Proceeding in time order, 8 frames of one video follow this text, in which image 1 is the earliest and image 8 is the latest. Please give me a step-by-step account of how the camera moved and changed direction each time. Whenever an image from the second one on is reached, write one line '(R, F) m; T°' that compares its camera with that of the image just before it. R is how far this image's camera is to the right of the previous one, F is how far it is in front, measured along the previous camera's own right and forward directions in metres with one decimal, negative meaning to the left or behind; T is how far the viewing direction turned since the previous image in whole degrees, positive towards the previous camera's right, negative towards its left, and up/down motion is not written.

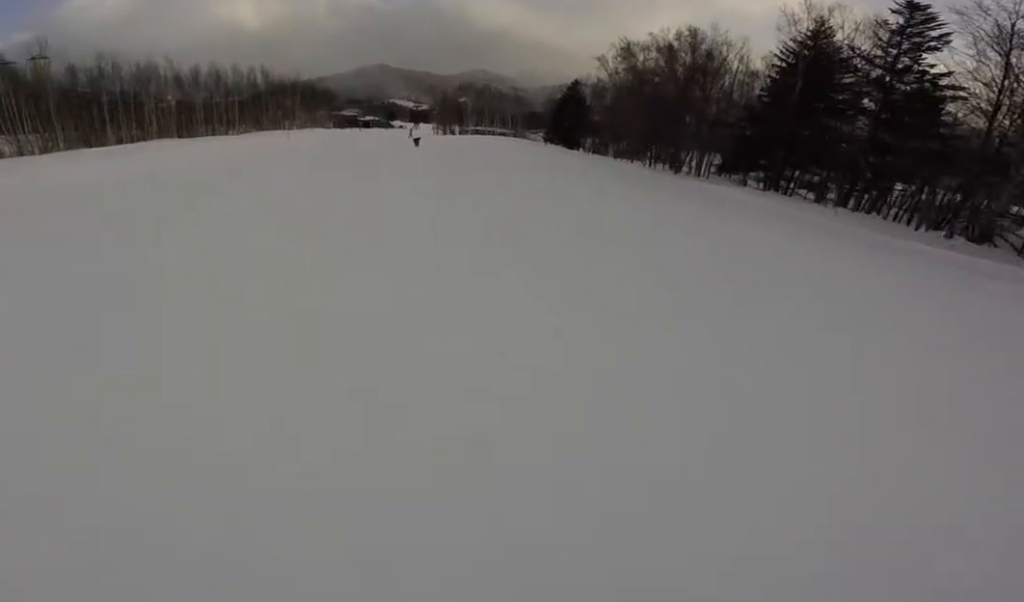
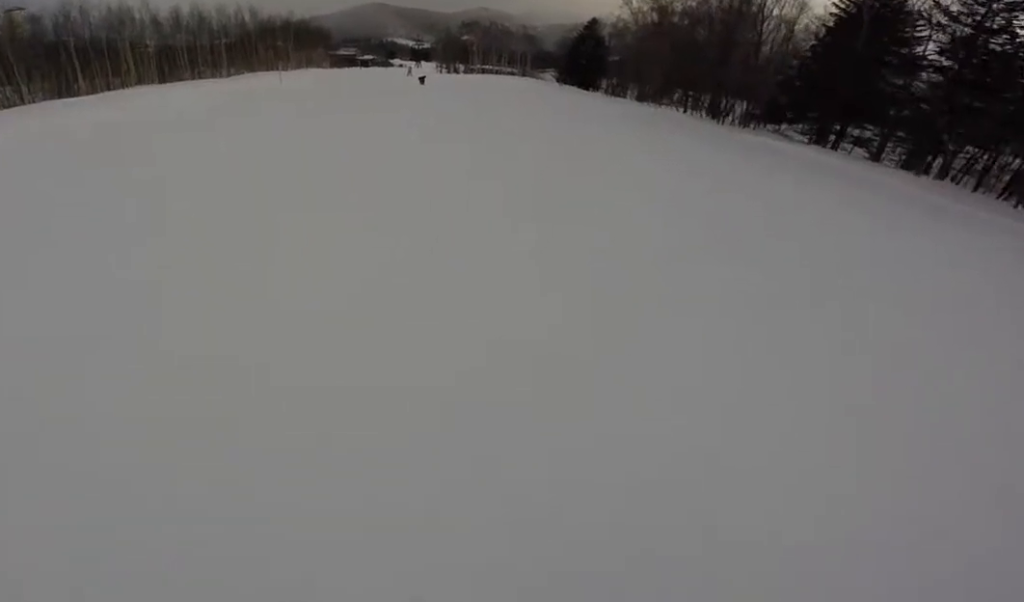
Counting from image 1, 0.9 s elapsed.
(+0.3, +4.2) m; -1°
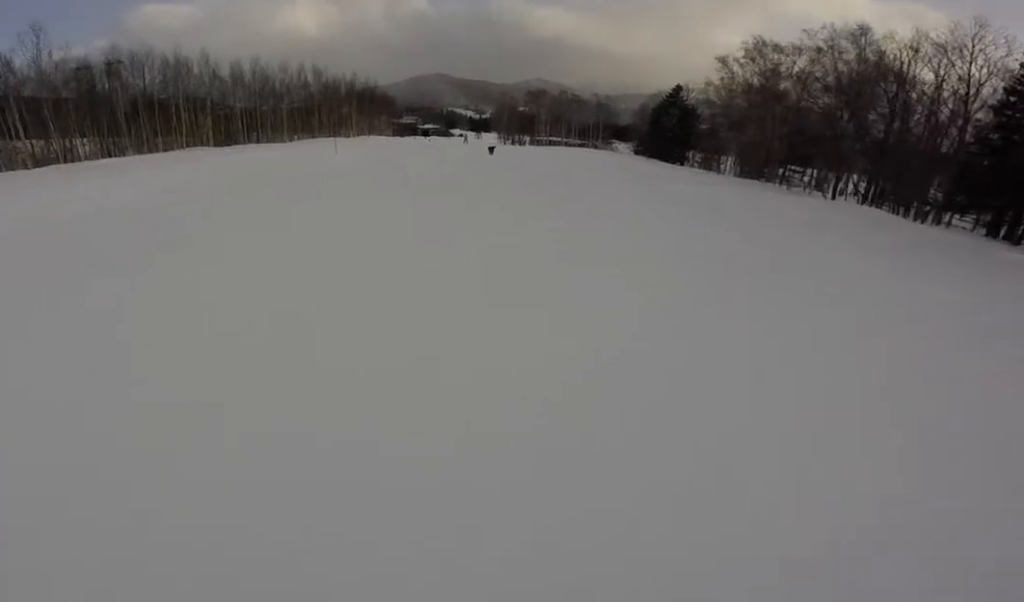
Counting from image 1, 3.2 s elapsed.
(-1.3, +9.3) m; -9°
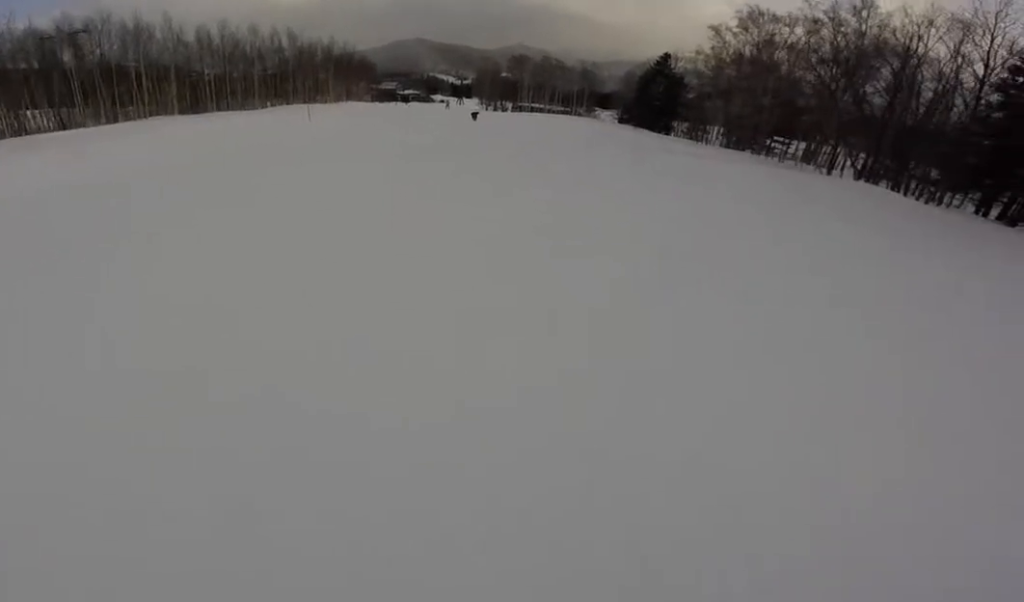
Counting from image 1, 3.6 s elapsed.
(0.0, +1.8) m; 0°
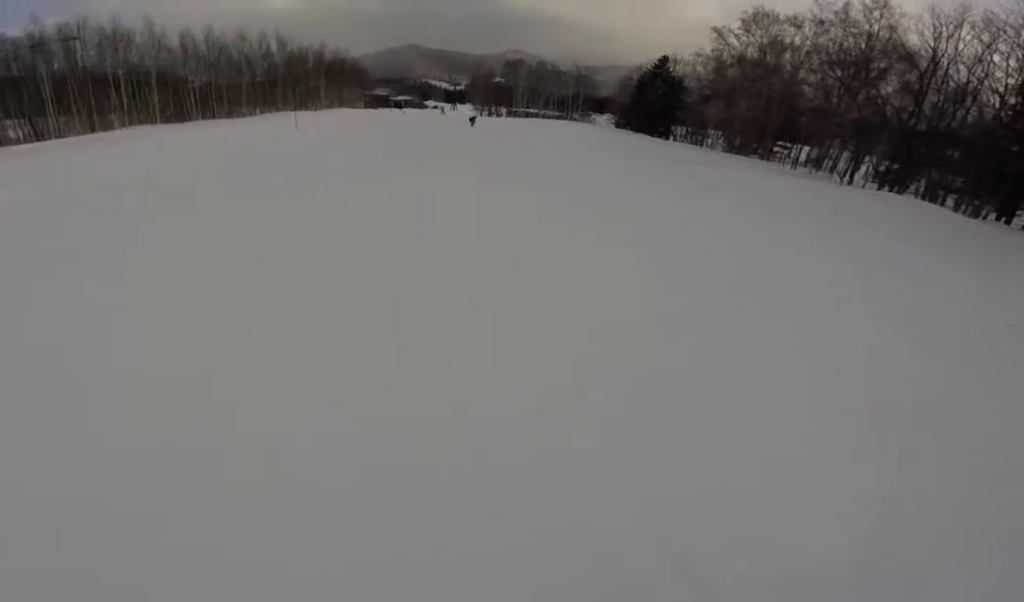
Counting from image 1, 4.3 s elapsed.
(0.0, +2.6) m; 0°
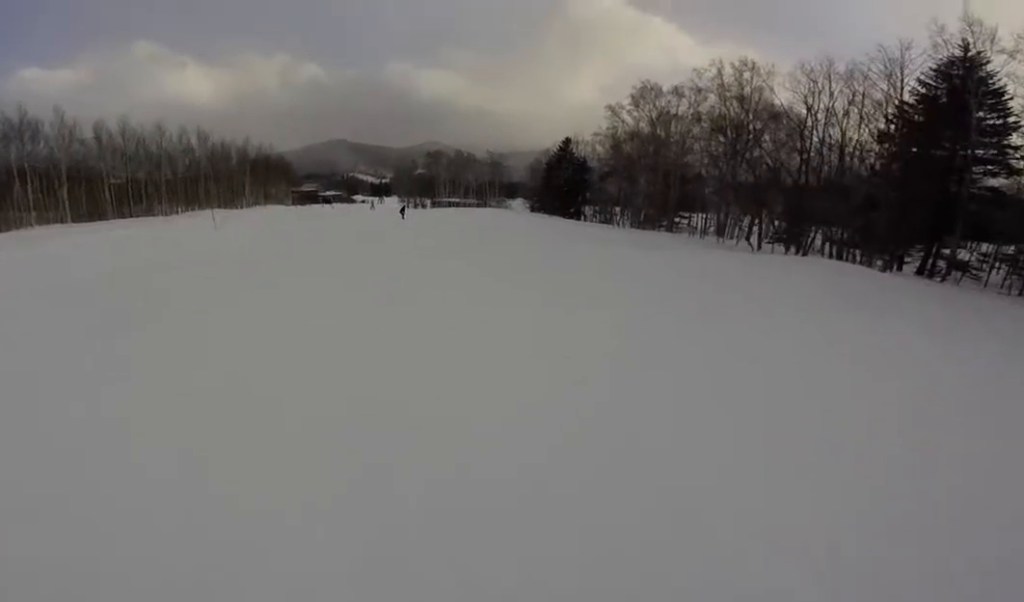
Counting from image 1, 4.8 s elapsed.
(0.0, +2.2) m; 0°
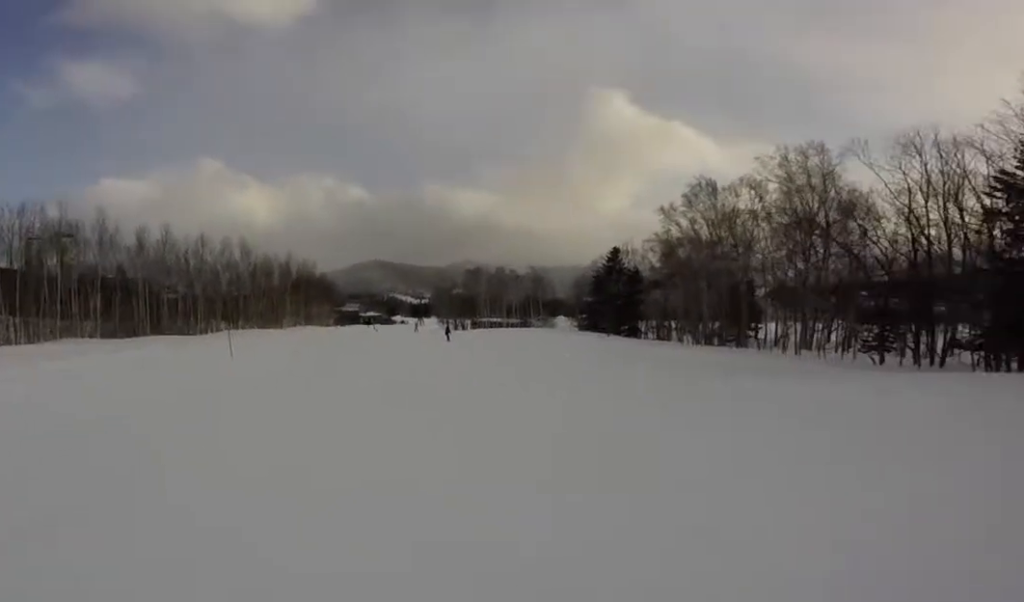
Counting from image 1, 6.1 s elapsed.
(0.0, +5.1) m; +1°
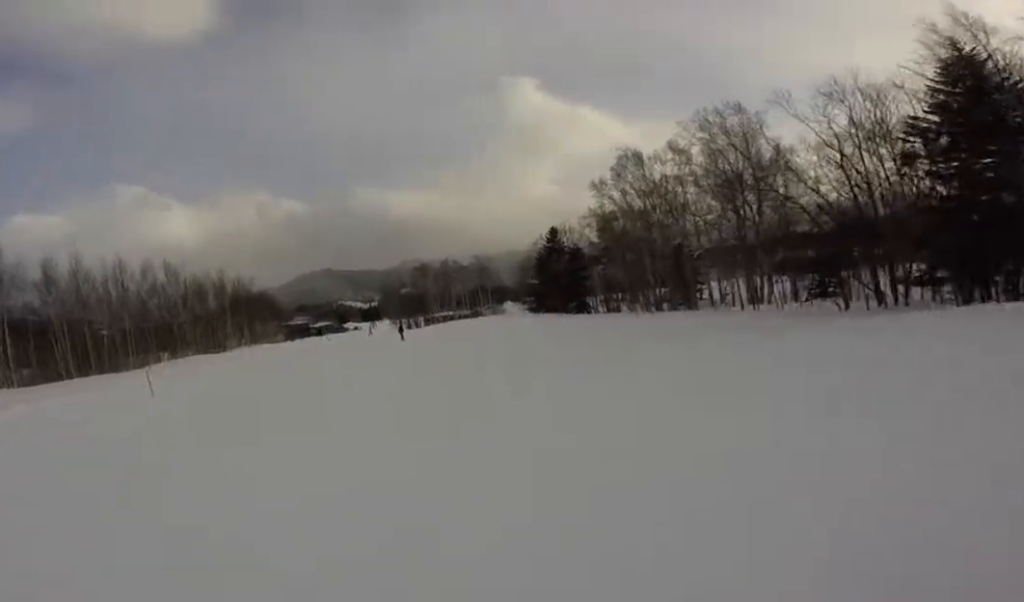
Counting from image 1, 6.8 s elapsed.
(0.0, +2.7) m; +1°
